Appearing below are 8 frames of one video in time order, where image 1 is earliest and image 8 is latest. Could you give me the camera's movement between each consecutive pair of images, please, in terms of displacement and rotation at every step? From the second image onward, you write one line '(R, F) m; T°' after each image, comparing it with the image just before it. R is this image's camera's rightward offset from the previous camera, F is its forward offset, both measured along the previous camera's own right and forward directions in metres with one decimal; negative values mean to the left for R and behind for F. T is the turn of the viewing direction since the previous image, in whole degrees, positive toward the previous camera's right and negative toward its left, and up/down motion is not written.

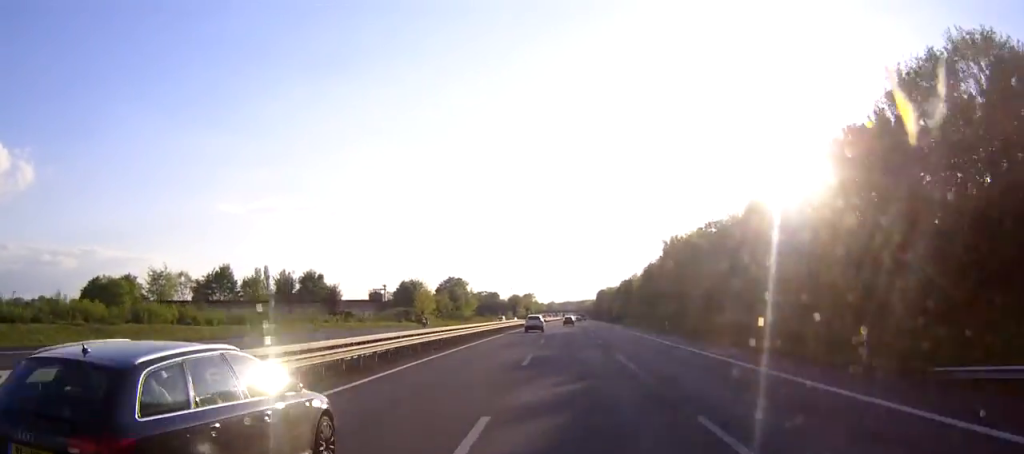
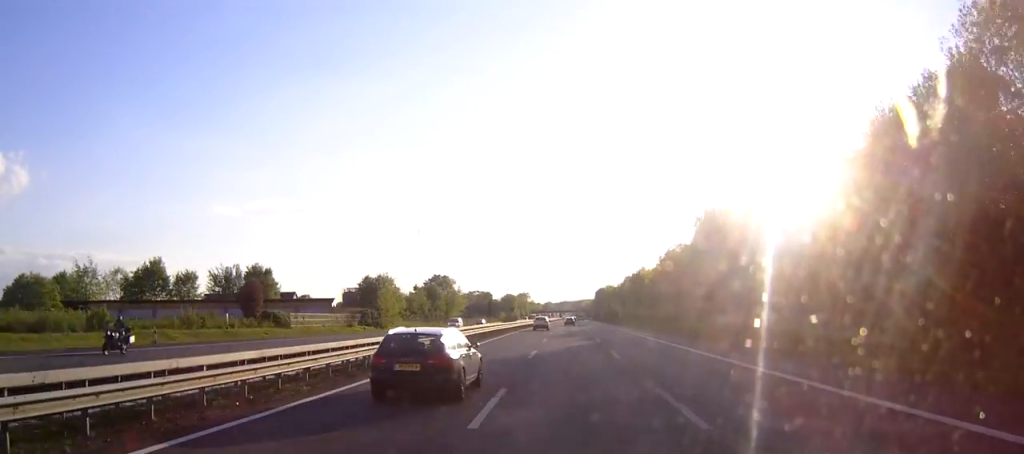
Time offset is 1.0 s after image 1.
(+0.1, +31.0) m; 0°
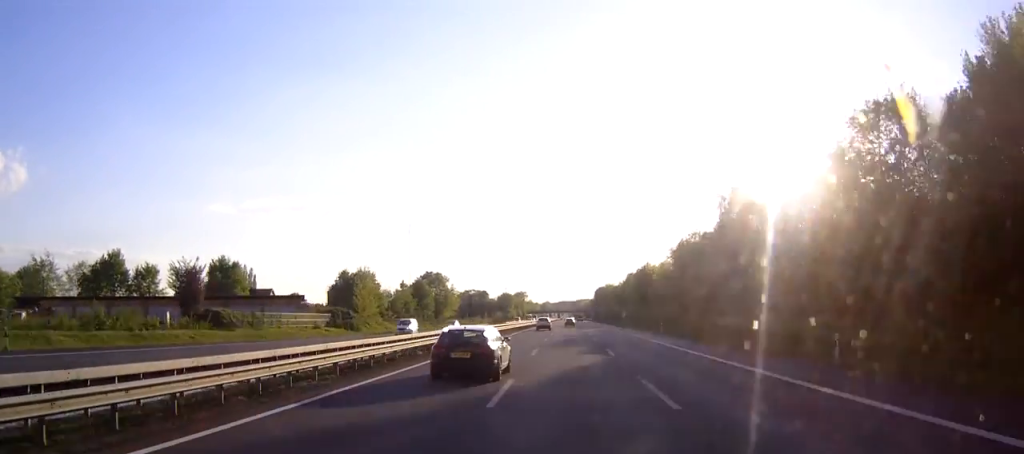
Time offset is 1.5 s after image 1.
(0.0, +15.0) m; 0°
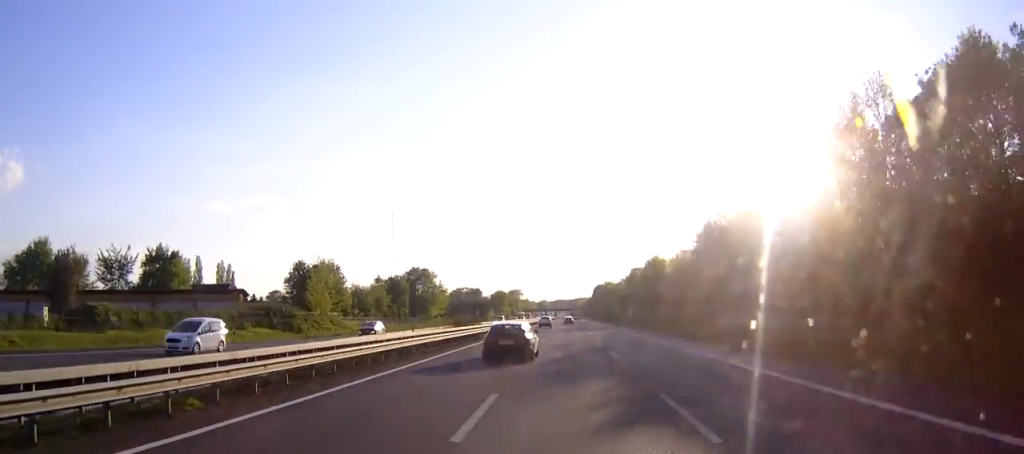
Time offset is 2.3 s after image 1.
(0.0, +22.1) m; 0°
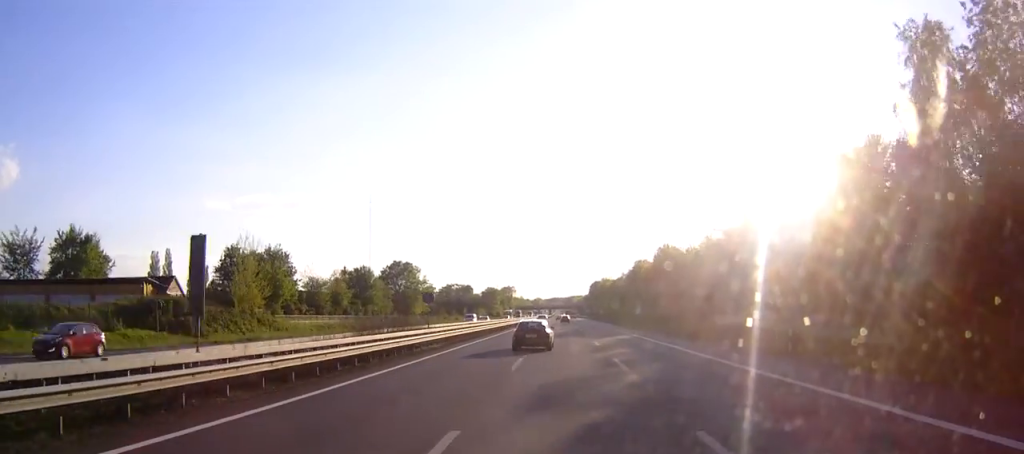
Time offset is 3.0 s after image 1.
(+0.1, +23.1) m; 0°
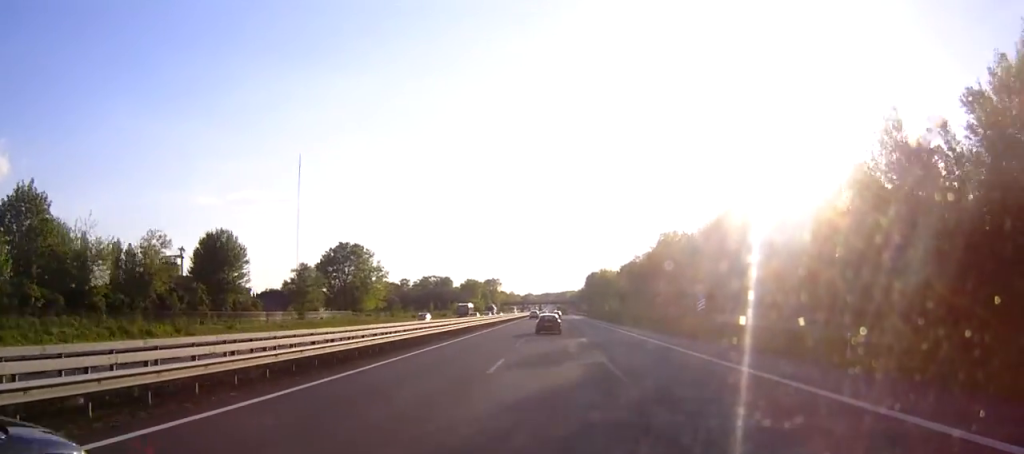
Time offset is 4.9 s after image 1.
(+0.4, +56.6) m; +1°
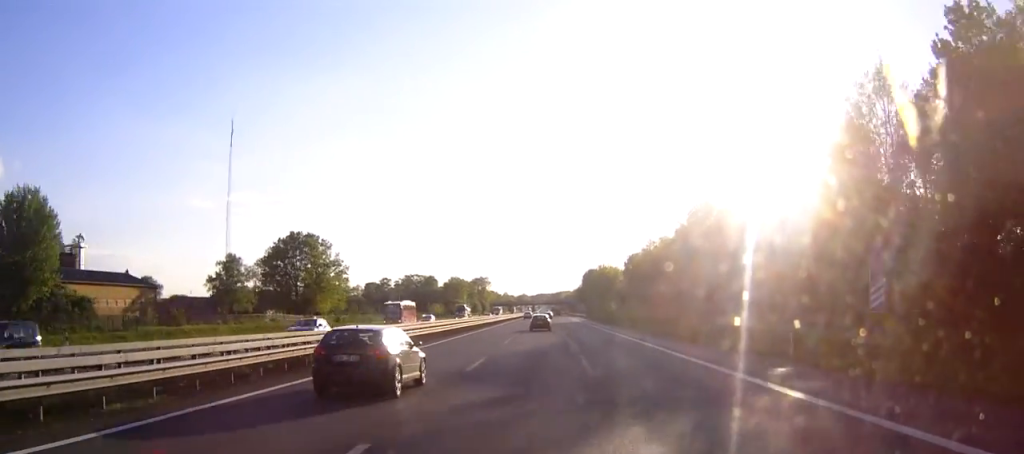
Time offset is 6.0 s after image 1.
(+0.1, +34.6) m; 0°
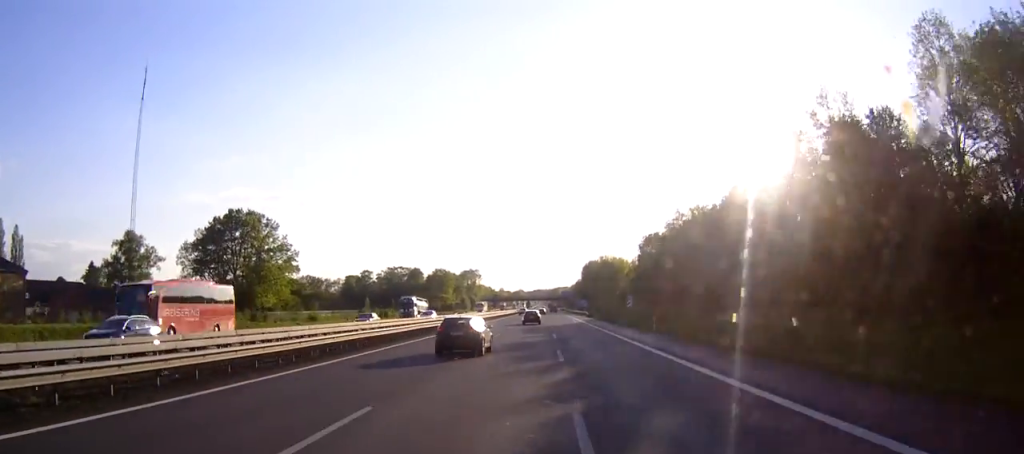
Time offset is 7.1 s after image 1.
(0.0, +32.5) m; 0°
